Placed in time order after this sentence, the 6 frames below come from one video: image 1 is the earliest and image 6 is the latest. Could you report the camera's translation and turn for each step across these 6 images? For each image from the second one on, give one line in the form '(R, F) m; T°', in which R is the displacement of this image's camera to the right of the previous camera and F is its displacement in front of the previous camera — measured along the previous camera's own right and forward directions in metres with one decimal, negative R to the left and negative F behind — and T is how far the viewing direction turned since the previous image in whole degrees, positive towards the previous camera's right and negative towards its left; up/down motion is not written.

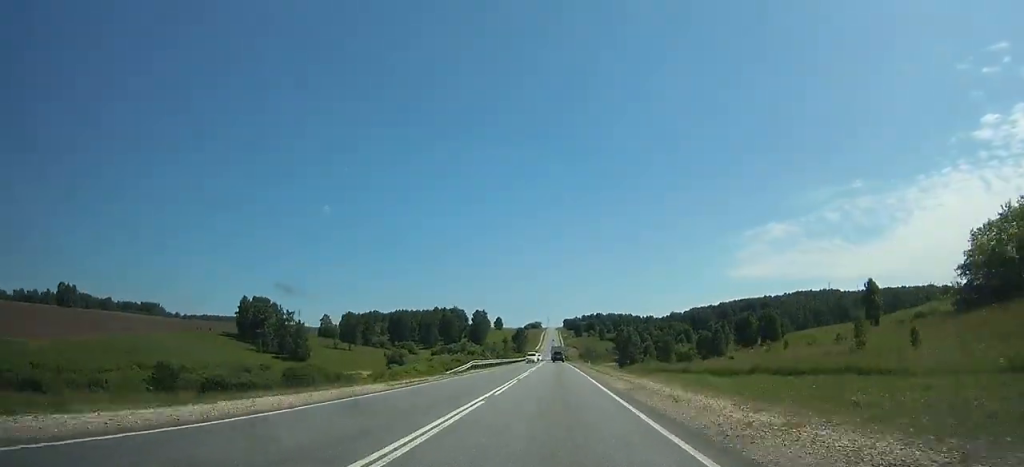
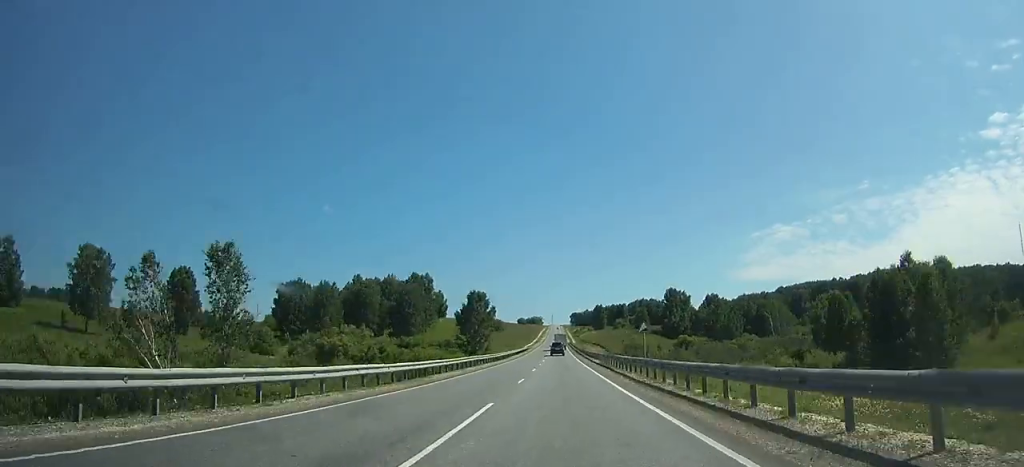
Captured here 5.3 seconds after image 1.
(-0.9, +167.4) m; 0°
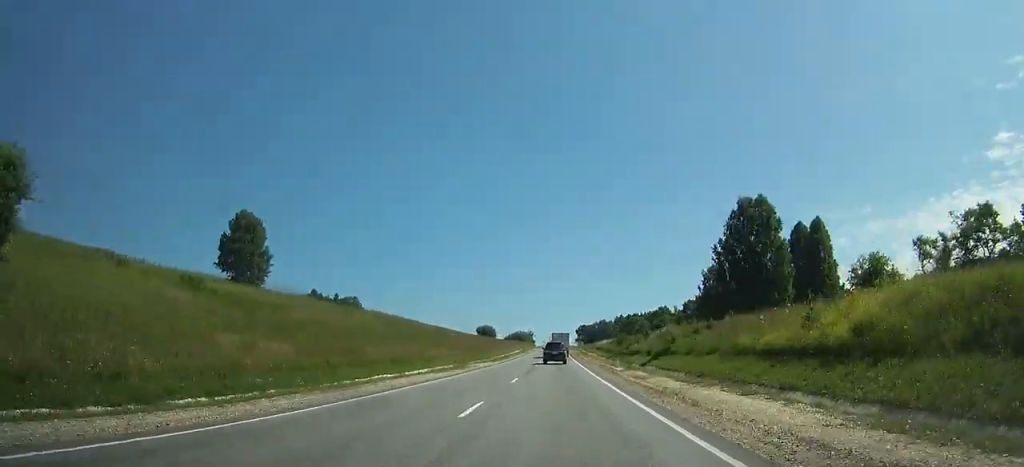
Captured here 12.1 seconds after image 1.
(+0.2, +210.4) m; 0°
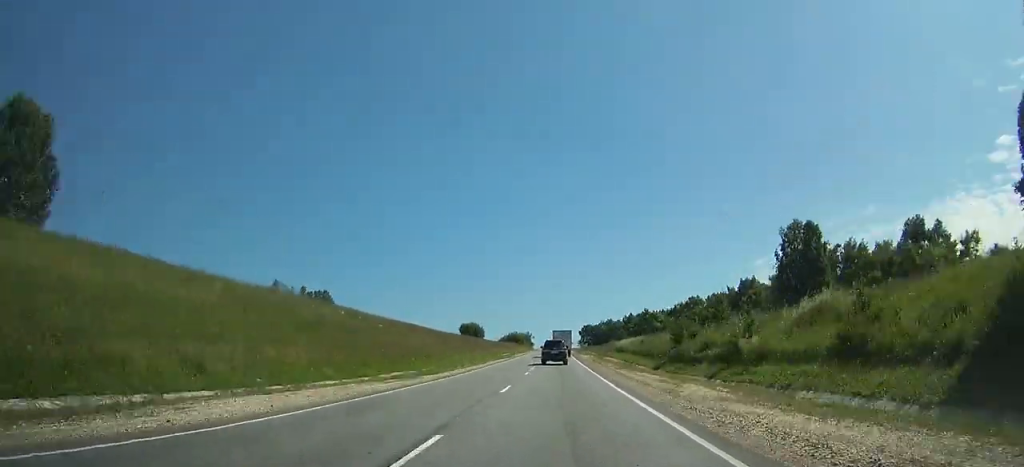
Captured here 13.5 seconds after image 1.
(0.0, +40.2) m; 0°
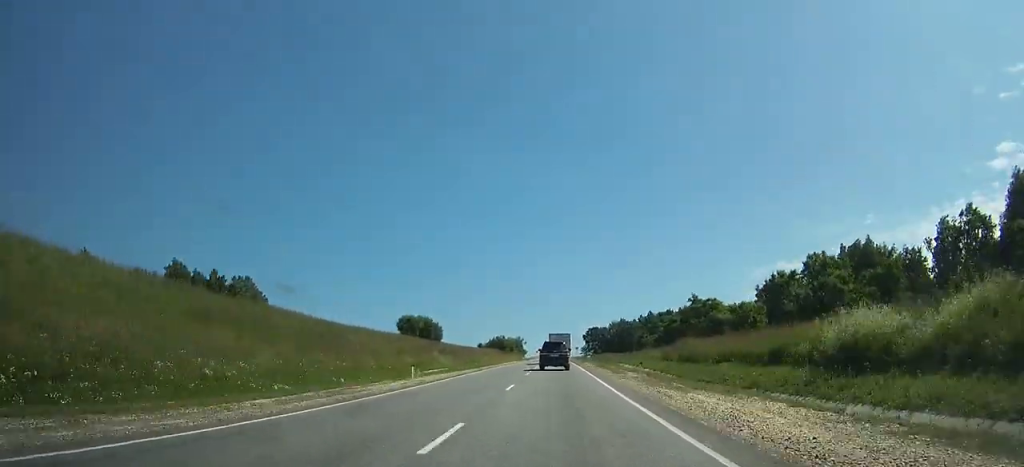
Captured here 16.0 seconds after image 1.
(0.0, +69.4) m; 0°
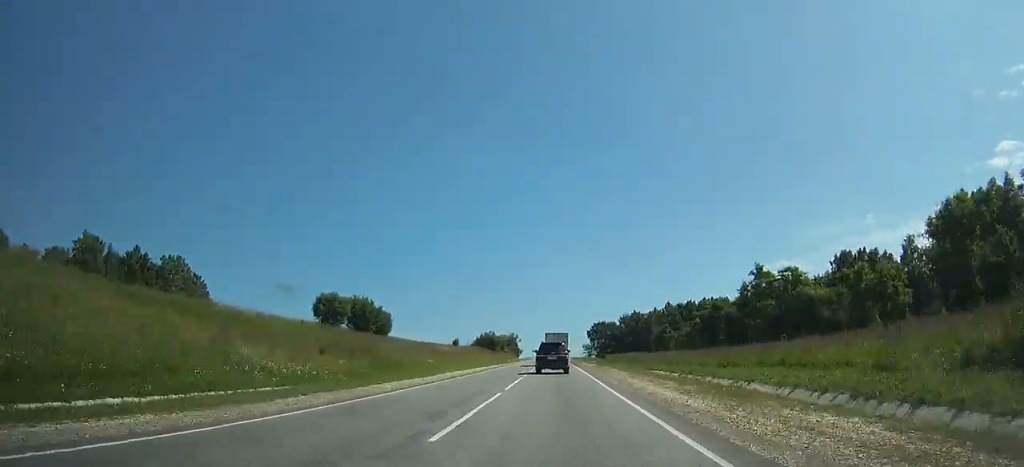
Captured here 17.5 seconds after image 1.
(0.0, +39.2) m; 0°
